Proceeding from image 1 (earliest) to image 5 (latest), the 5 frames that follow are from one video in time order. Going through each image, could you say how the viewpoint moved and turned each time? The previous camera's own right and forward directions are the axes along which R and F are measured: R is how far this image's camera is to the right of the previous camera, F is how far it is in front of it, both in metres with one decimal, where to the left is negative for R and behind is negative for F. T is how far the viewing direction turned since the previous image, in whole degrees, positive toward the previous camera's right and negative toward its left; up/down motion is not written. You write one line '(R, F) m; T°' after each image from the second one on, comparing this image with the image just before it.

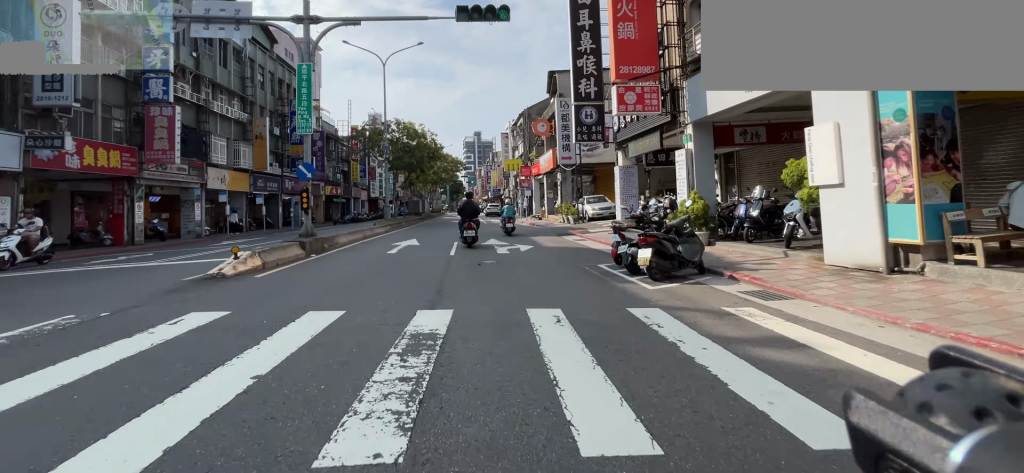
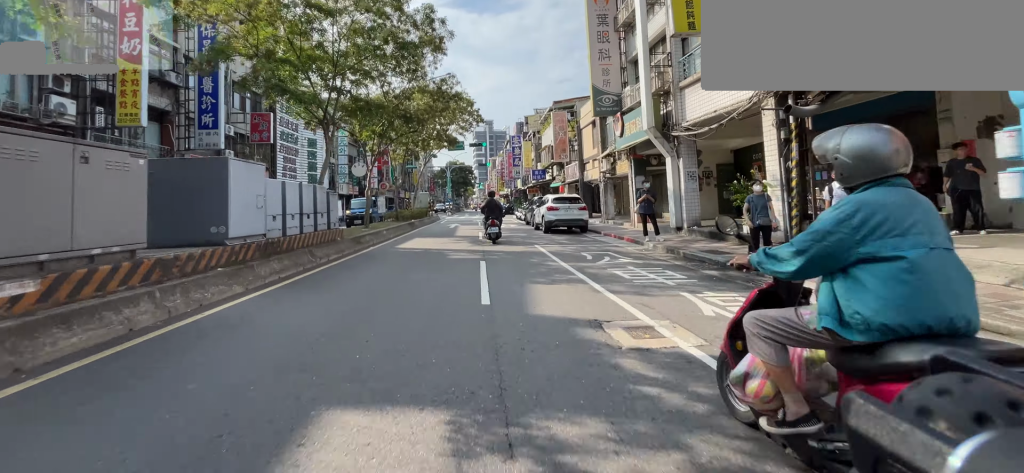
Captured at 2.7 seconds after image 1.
(+0.1, +33.9) m; 0°
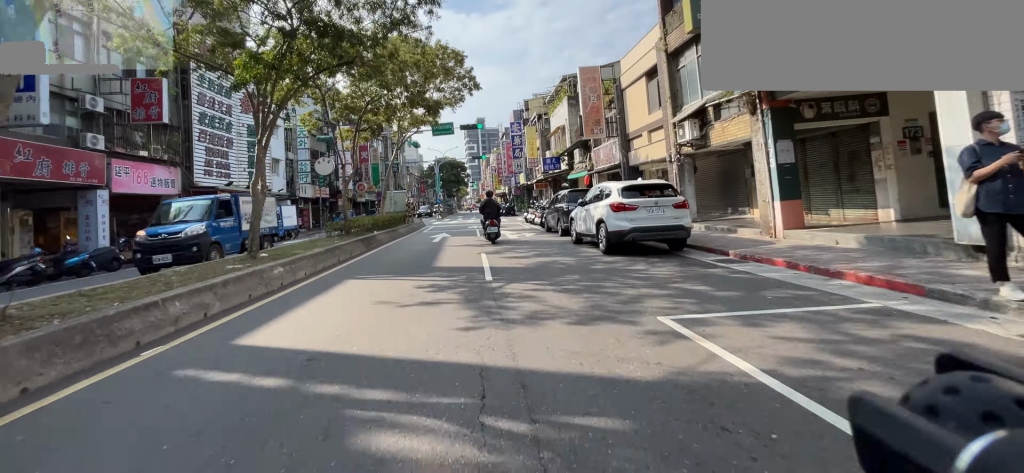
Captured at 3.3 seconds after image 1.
(0.0, +7.2) m; 0°
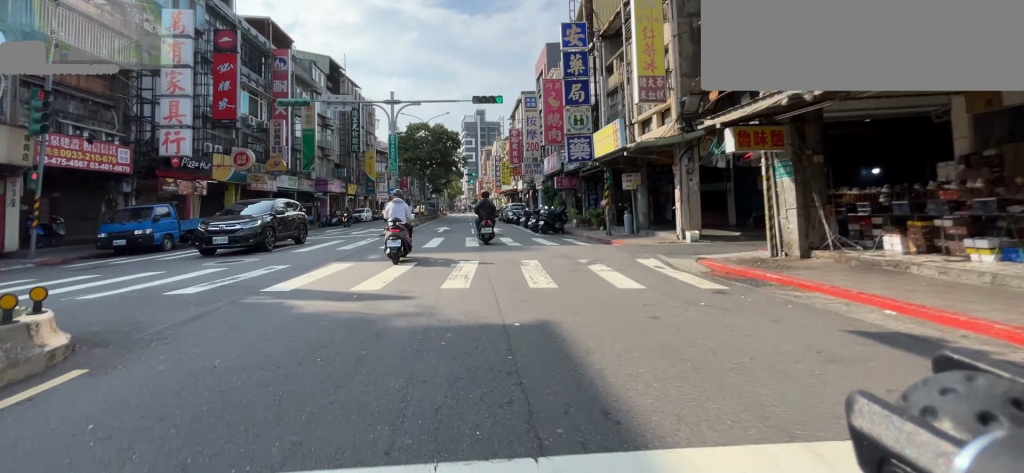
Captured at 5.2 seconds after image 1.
(0.0, +22.1) m; 0°
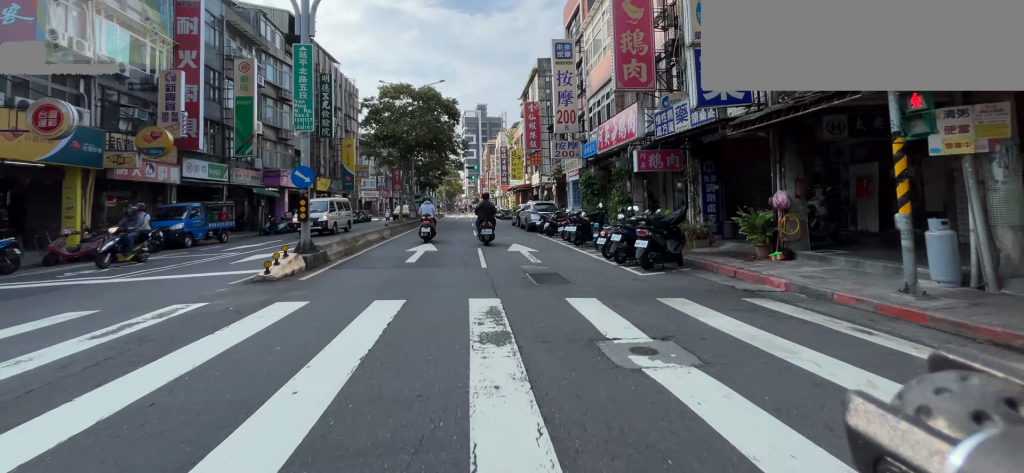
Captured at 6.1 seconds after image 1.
(0.0, +10.1) m; 0°
